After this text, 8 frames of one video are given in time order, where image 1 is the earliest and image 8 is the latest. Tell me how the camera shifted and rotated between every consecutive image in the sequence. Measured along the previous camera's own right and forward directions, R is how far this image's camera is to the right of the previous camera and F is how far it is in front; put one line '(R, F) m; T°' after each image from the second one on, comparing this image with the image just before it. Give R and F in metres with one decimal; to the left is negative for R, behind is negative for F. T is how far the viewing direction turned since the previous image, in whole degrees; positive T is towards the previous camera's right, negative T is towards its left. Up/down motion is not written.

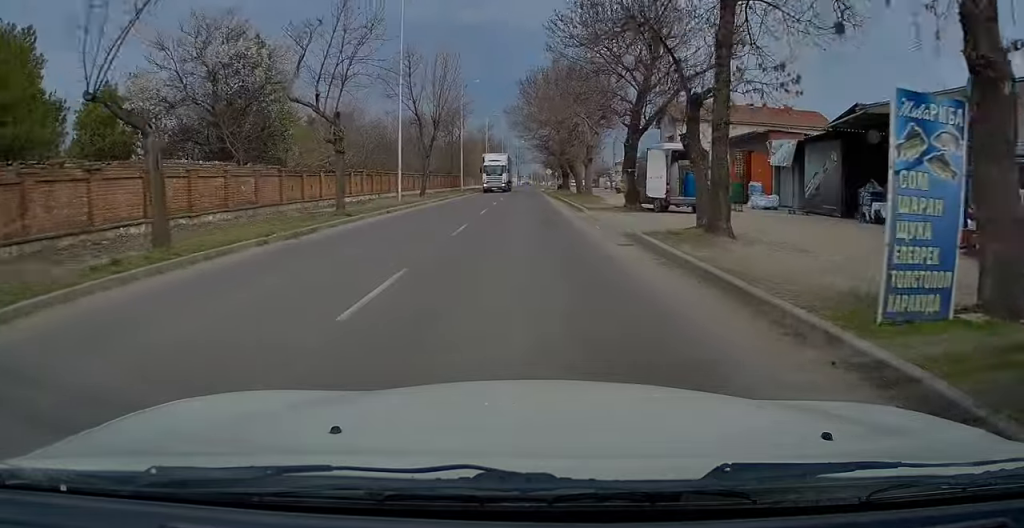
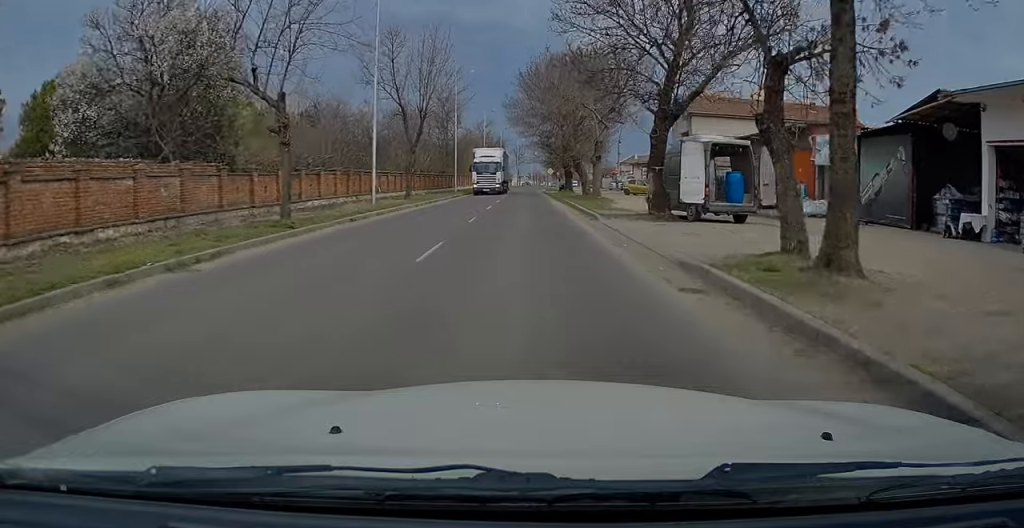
(0.0, +5.3) m; 0°
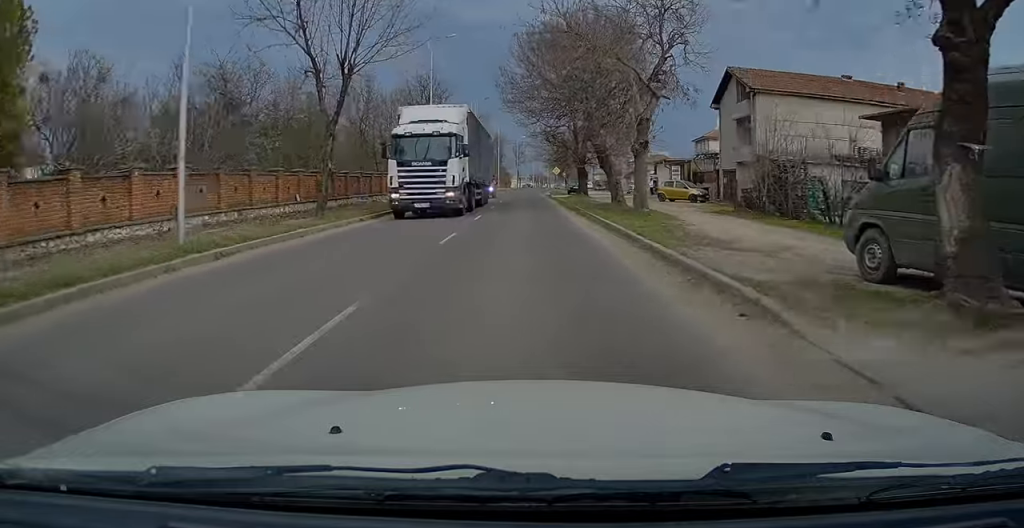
(-0.2, +14.8) m; -1°
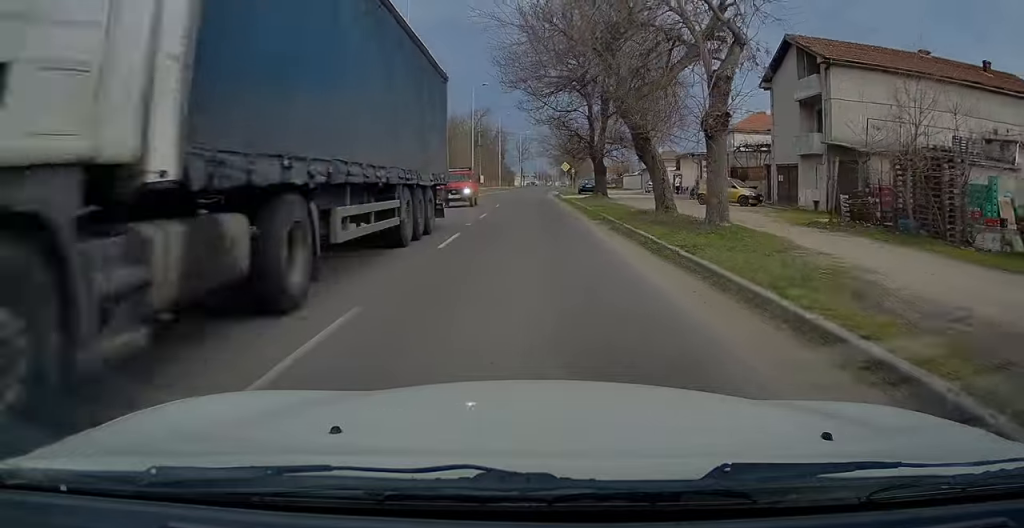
(0.0, +9.3) m; 0°
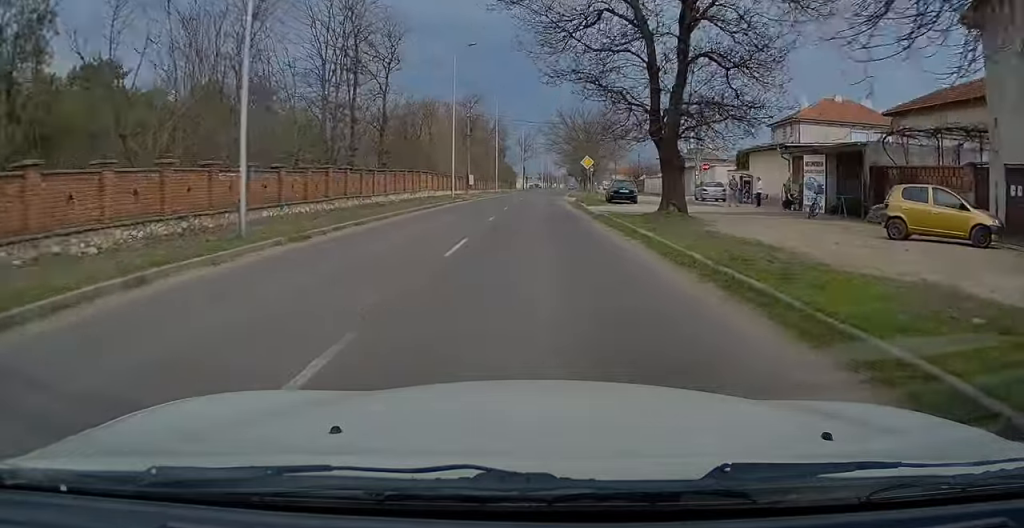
(-0.2, +18.7) m; -1°
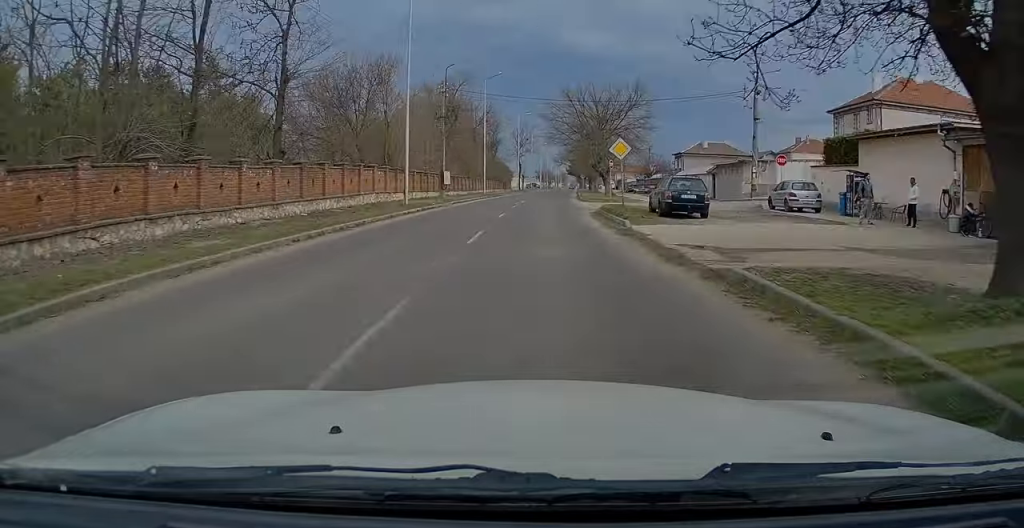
(+0.1, +15.7) m; +1°
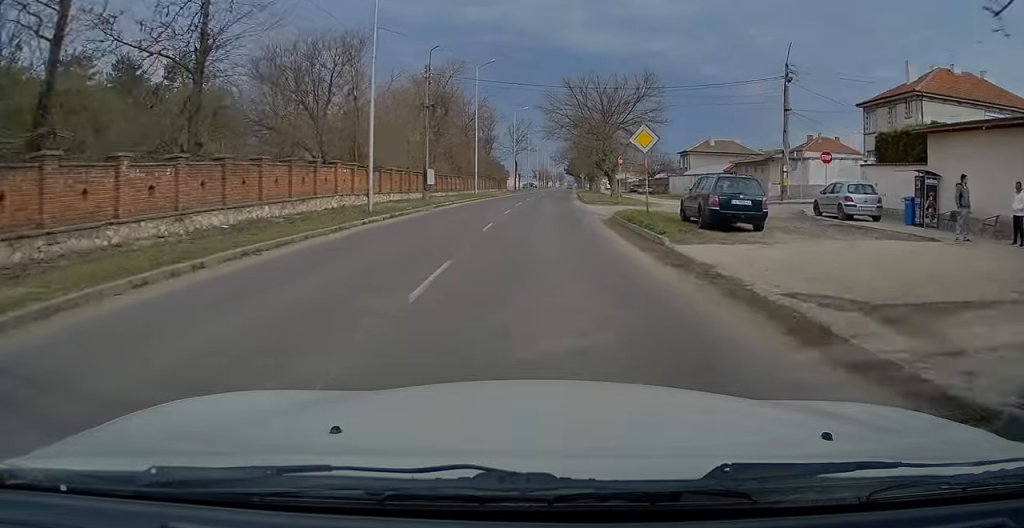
(0.0, +5.9) m; +1°
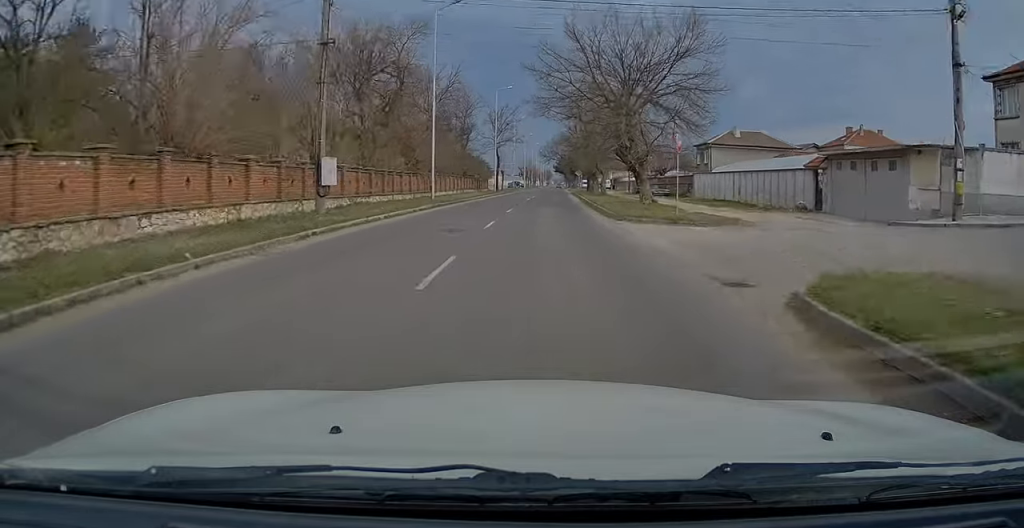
(+0.4, +17.5) m; +2°
